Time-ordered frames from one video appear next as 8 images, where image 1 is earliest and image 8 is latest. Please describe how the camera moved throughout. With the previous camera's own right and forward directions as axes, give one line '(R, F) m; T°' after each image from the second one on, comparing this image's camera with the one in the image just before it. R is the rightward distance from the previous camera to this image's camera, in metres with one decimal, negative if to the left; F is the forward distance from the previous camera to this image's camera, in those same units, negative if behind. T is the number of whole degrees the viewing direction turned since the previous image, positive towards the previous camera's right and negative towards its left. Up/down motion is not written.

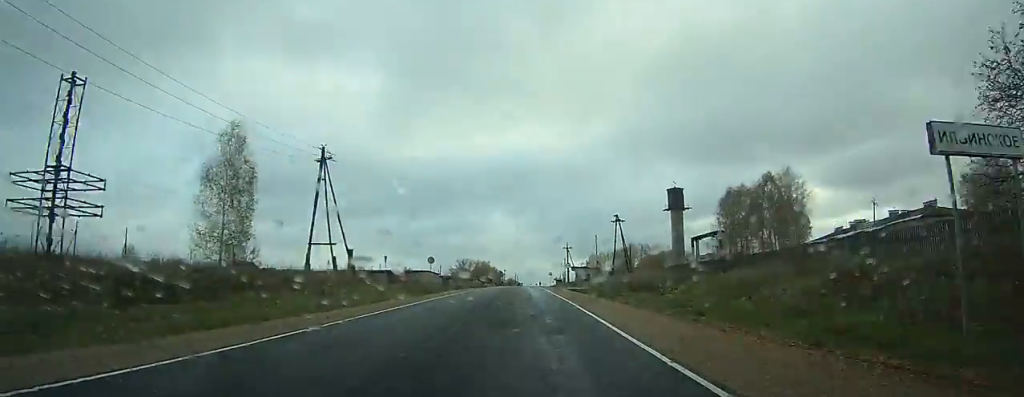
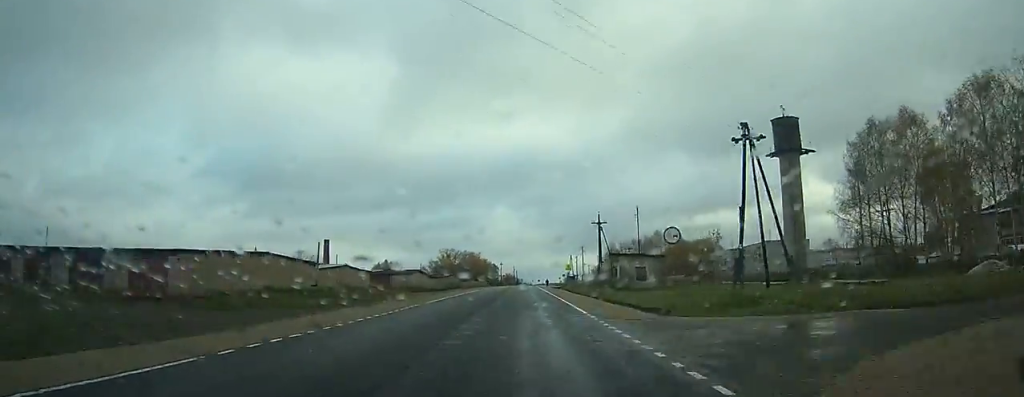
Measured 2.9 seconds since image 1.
(-0.2, +51.3) m; 0°
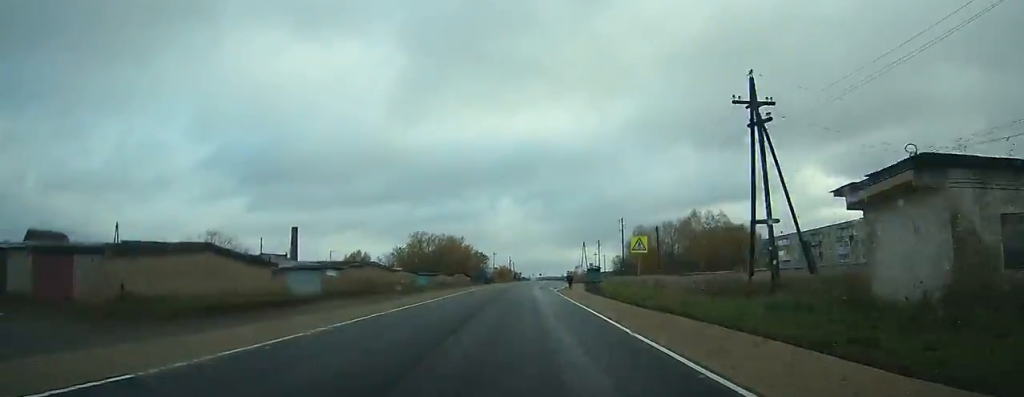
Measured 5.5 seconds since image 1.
(+0.3, +50.2) m; +1°
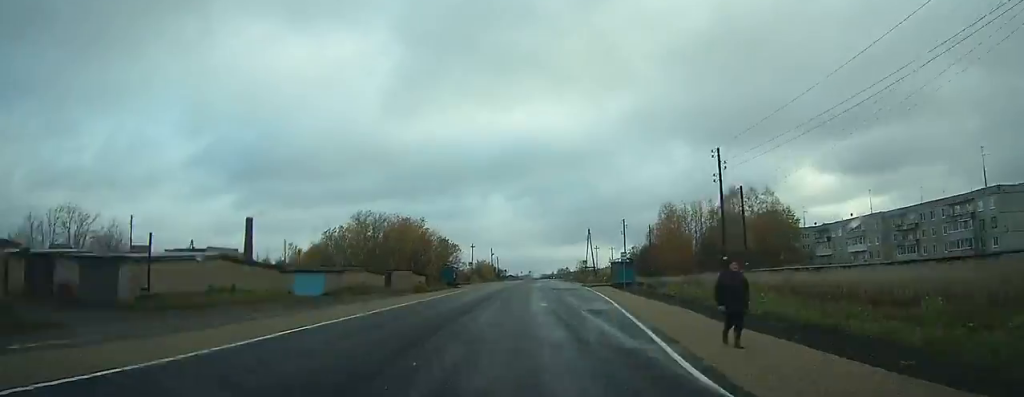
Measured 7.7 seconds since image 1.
(+0.3, +43.0) m; +1°
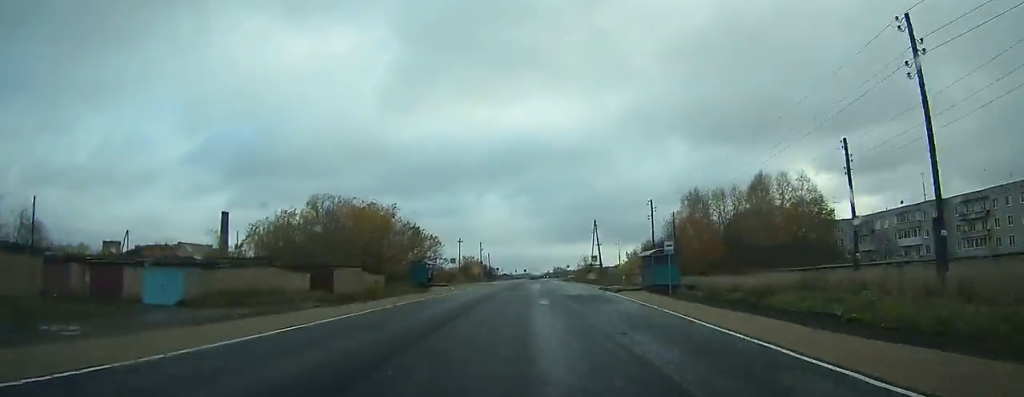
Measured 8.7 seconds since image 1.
(+0.1, +20.2) m; 0°
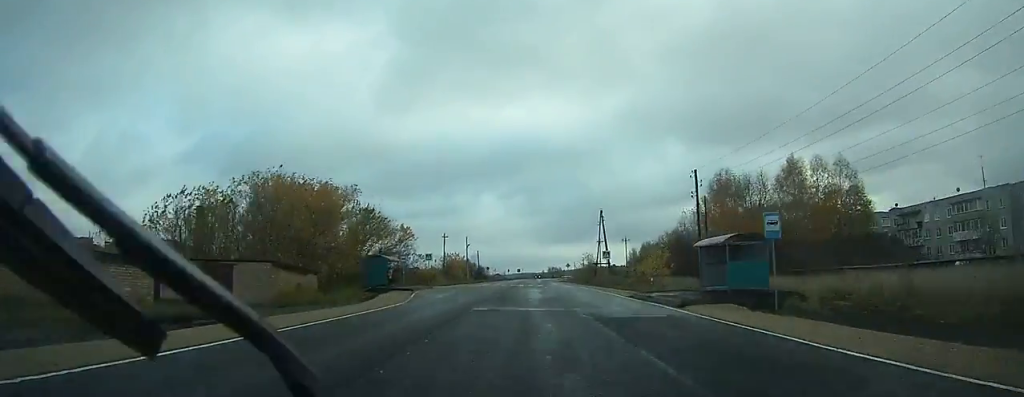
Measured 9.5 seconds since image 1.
(+0.1, +17.3) m; 0°
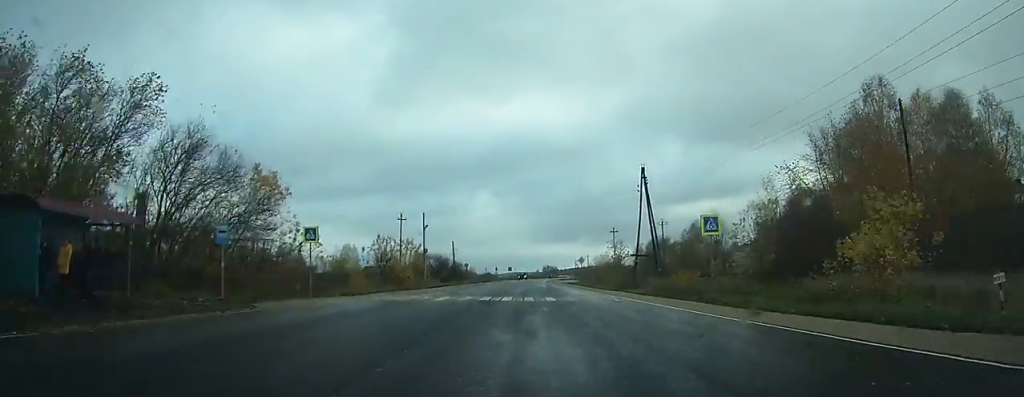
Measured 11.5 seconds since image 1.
(+0.3, +38.2) m; +1°
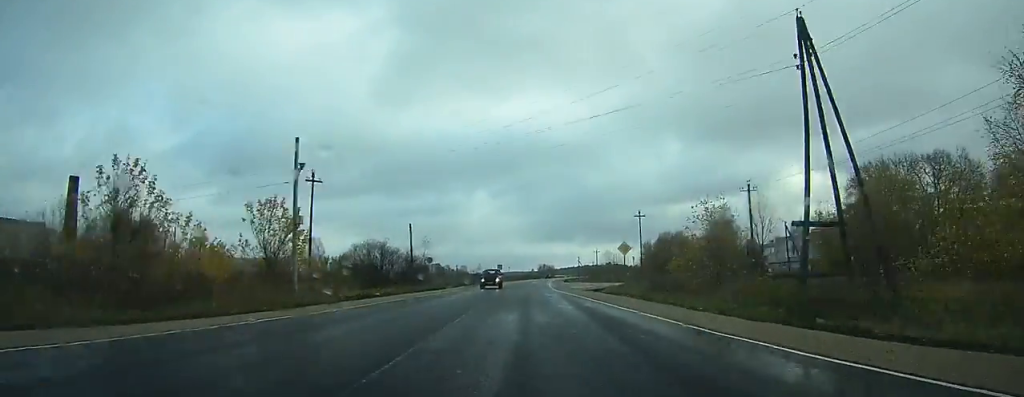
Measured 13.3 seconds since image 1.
(+0.2, +35.1) m; +1°
